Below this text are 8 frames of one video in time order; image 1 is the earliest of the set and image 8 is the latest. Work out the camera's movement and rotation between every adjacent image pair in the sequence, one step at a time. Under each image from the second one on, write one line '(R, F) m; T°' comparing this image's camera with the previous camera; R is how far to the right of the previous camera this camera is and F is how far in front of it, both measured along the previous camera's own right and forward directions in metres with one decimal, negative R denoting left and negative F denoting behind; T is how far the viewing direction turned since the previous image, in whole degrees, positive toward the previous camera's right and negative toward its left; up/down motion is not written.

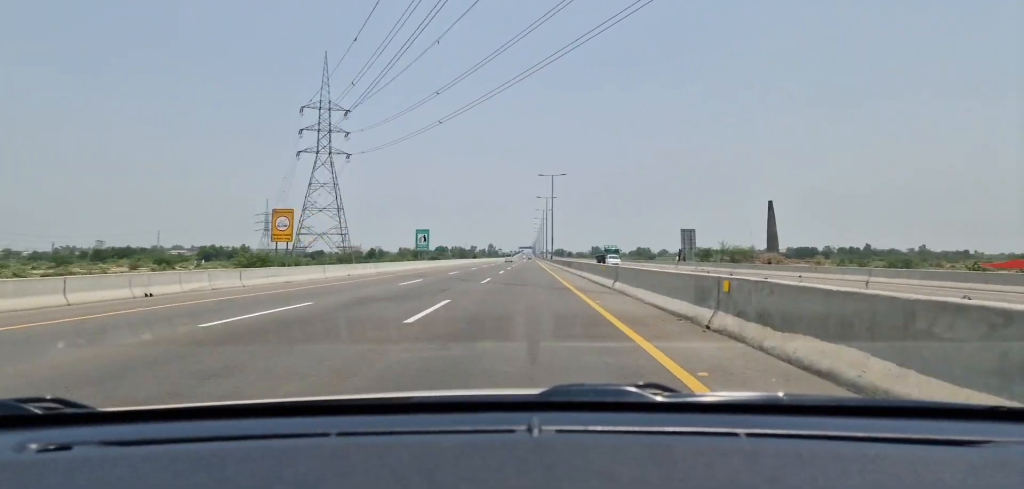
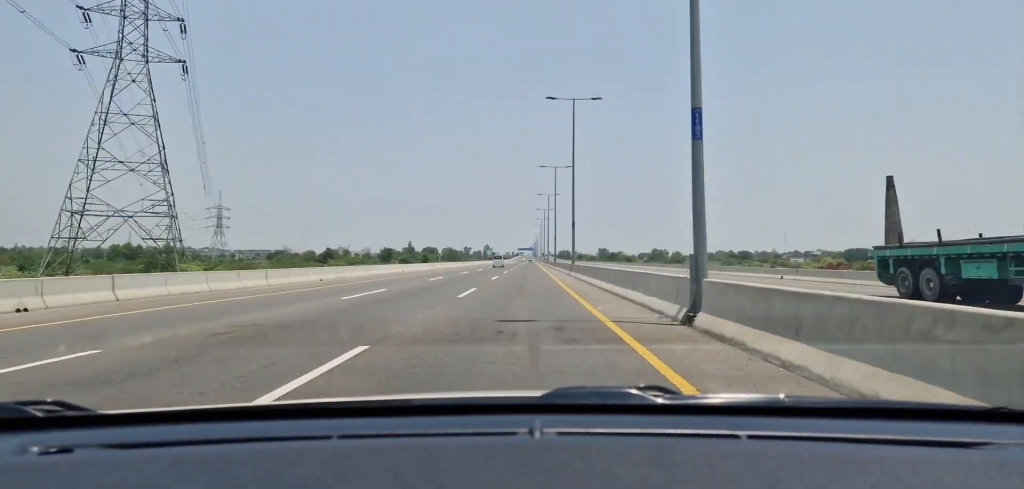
(-0.1, +81.4) m; 0°
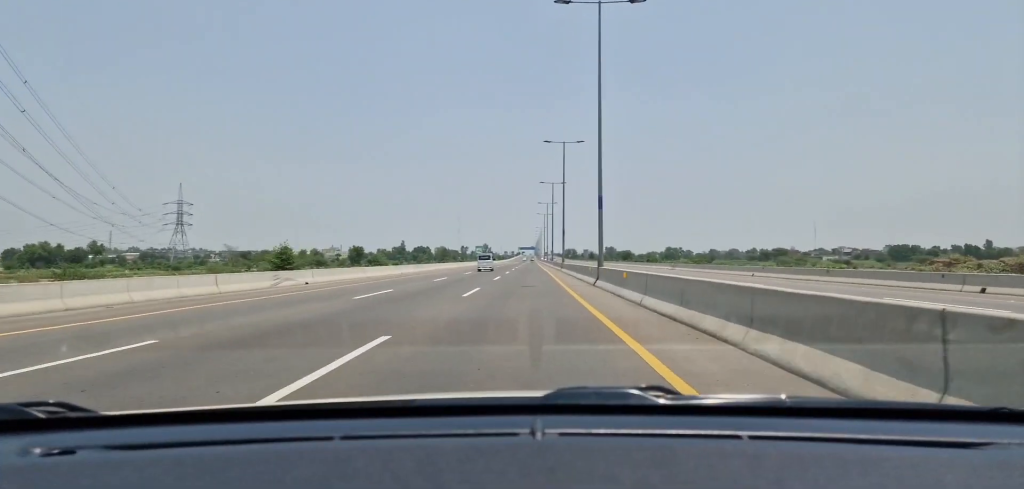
(0.0, +51.9) m; 0°
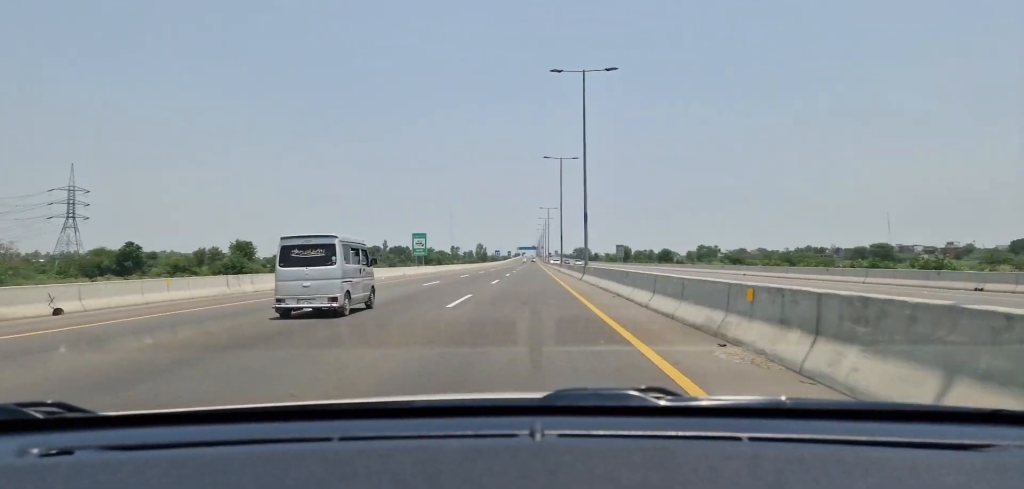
(0.0, +95.9) m; 0°
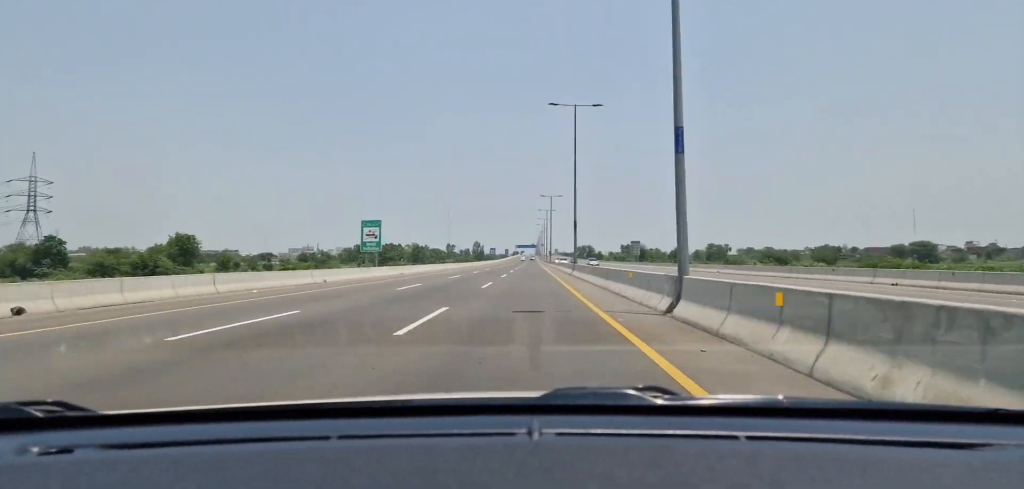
(0.0, +24.2) m; 0°
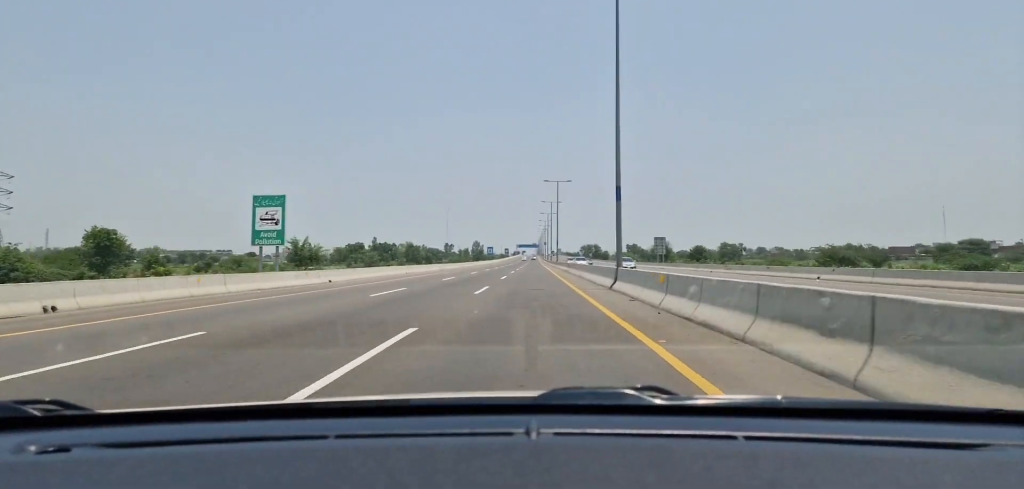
(0.0, +23.4) m; 0°
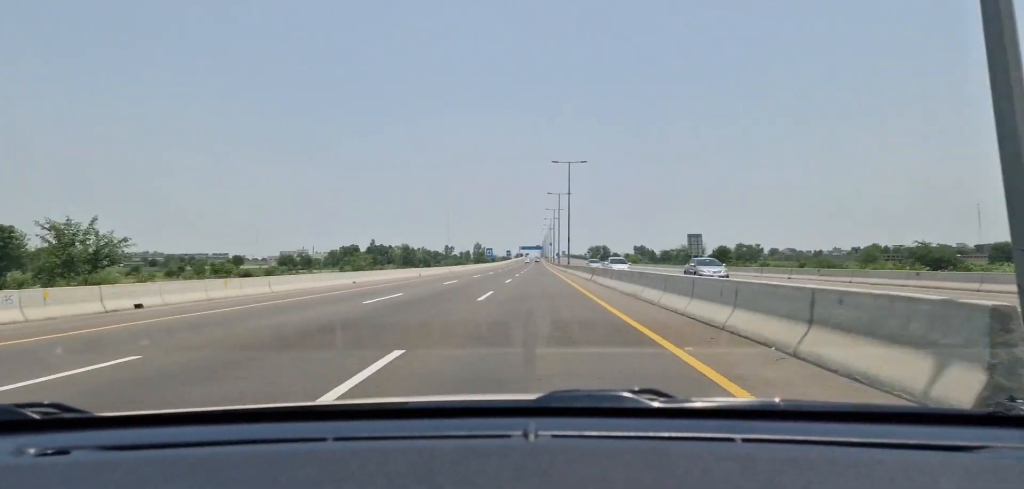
(-0.2, +21.1) m; 0°
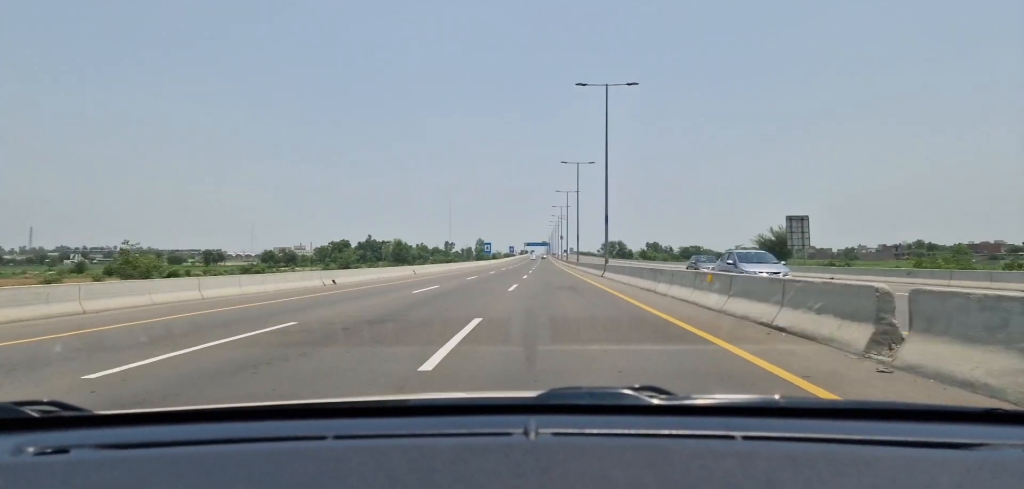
(-0.1, +32.1) m; -1°
